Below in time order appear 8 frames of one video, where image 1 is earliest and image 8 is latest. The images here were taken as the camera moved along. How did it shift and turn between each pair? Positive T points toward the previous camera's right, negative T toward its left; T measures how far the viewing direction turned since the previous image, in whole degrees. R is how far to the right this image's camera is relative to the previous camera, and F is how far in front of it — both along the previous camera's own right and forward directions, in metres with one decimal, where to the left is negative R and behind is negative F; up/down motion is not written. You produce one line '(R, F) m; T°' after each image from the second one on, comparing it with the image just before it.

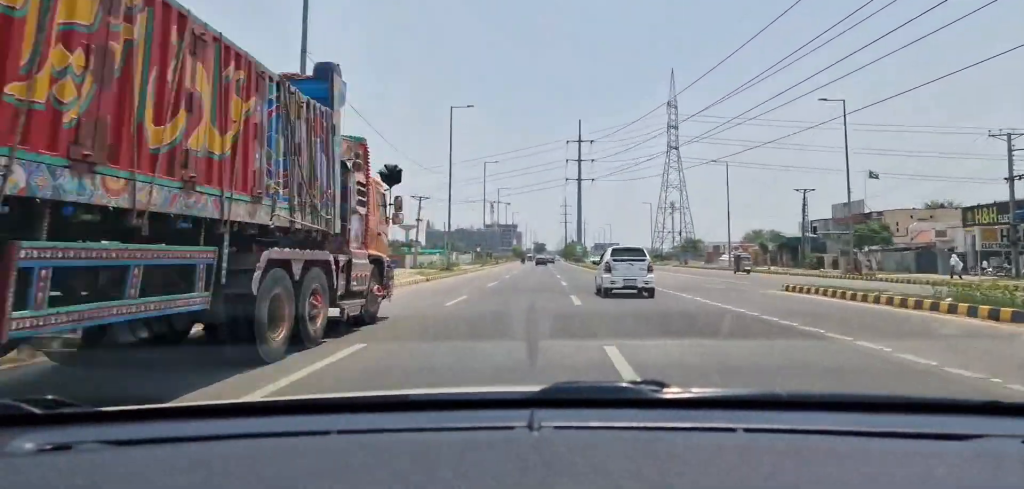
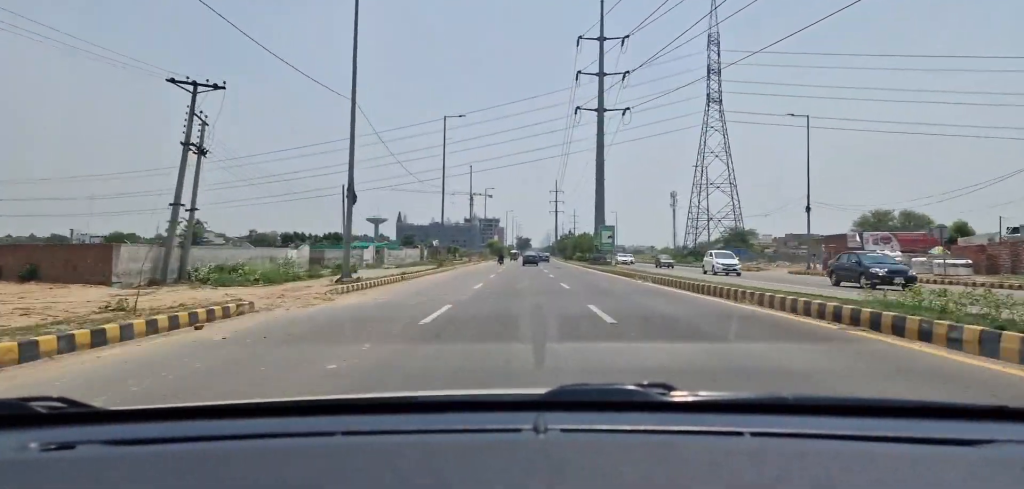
(+0.9, +53.8) m; +3°
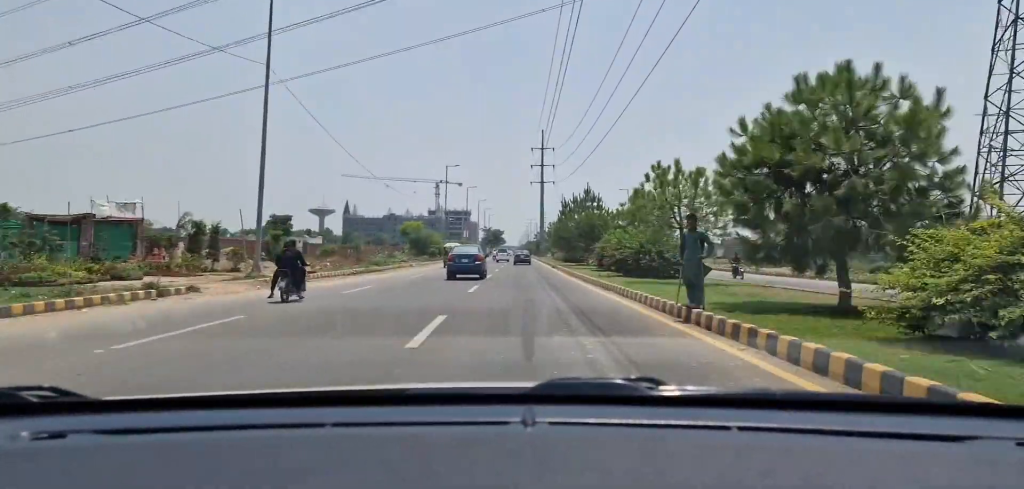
(+2.2, +88.0) m; +1°
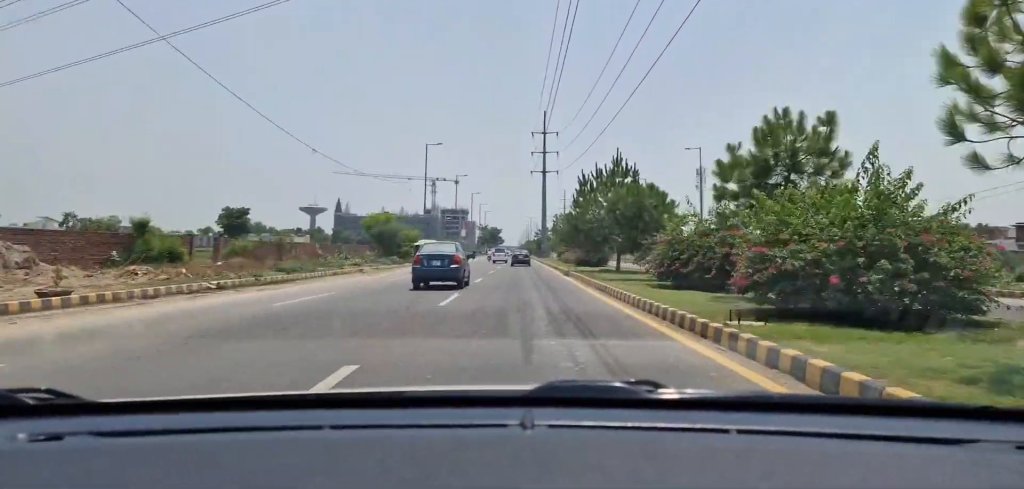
(-0.1, +17.2) m; 0°
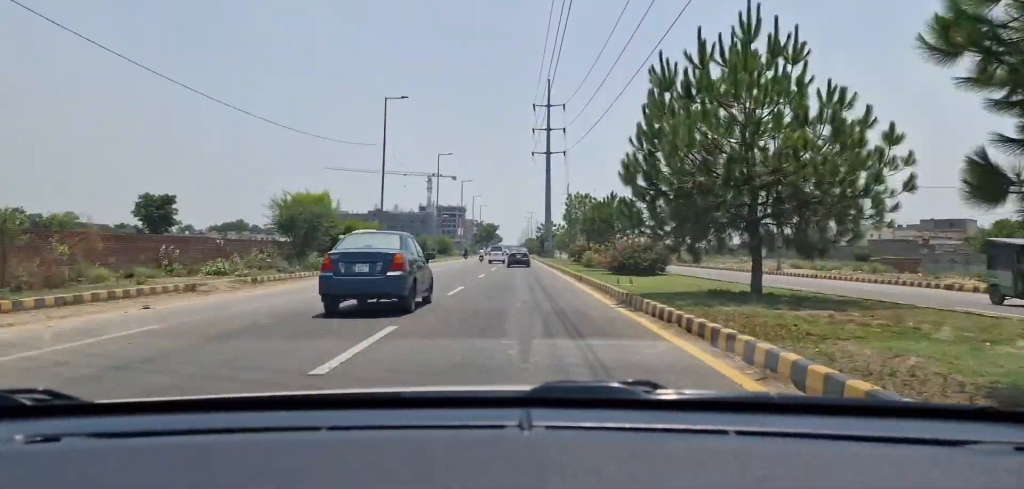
(0.0, +21.2) m; 0°
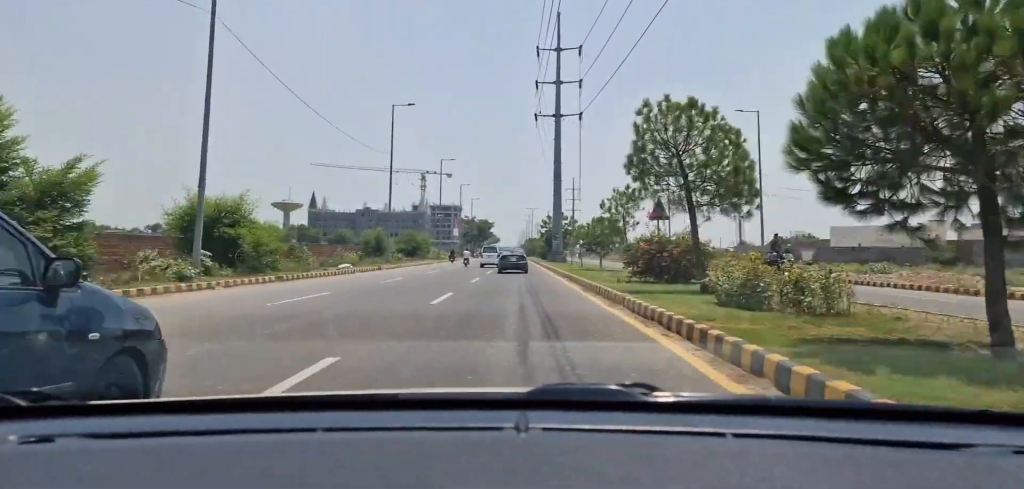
(0.0, +27.4) m; -1°
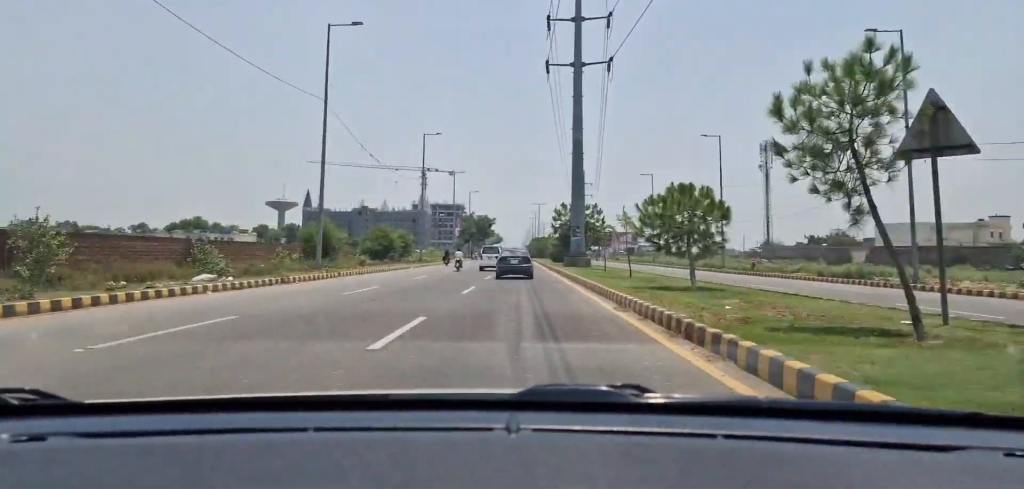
(-0.1, +17.9) m; -1°
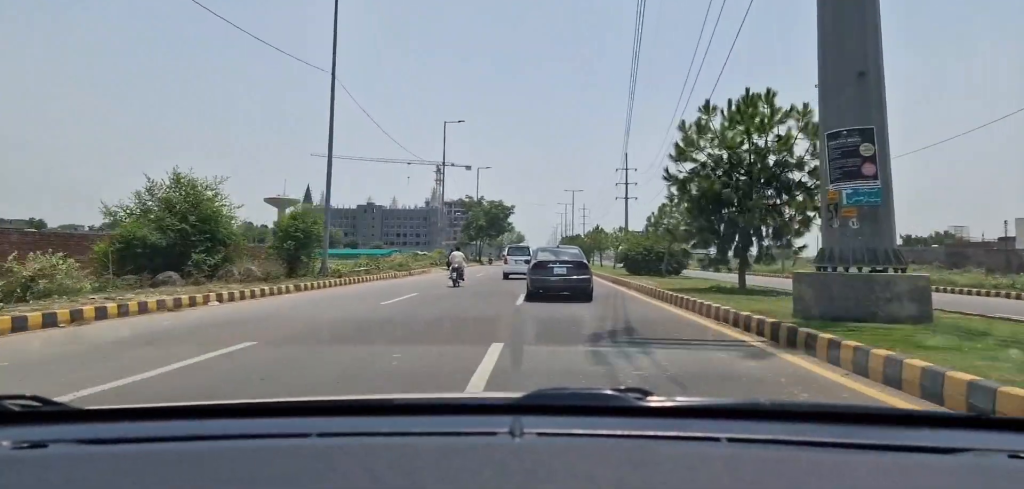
(-1.1, +36.7) m; -2°
